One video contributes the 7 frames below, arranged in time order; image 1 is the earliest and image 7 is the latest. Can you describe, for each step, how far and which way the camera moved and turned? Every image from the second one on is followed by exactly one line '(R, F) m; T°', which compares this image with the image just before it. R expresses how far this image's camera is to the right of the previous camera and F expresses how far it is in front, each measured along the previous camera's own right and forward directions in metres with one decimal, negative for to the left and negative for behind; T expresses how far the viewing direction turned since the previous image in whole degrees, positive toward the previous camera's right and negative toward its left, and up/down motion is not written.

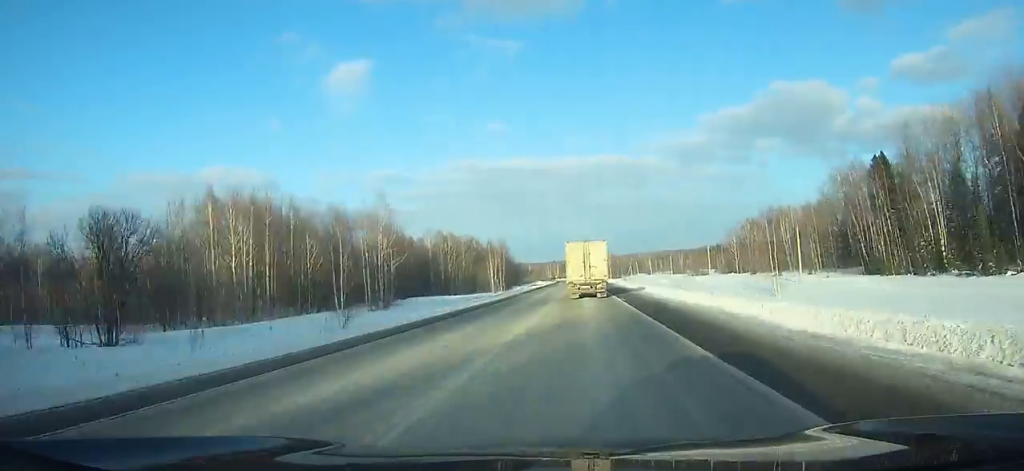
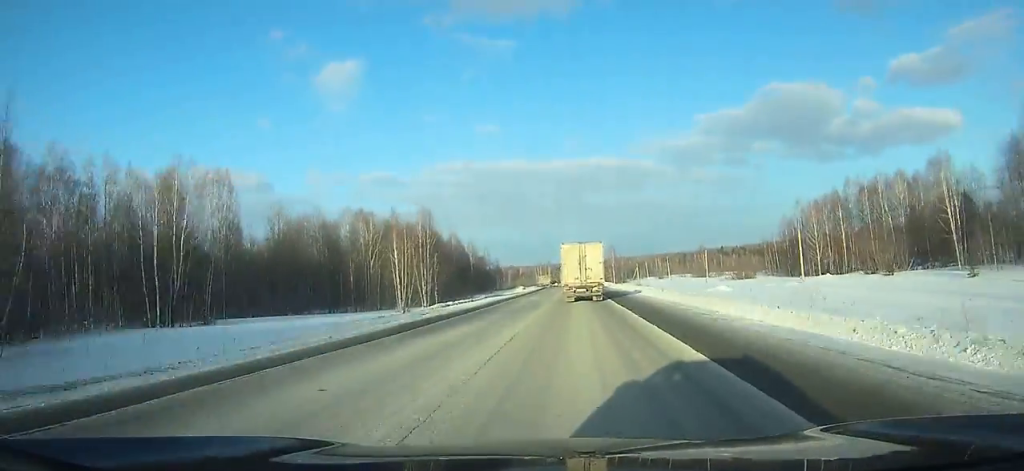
(+0.2, +61.4) m; 0°
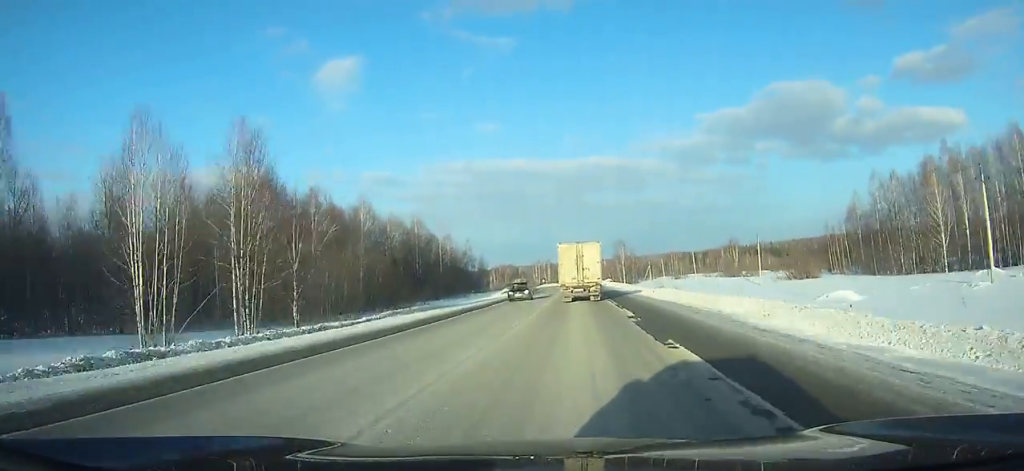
(+0.3, +38.8) m; 0°
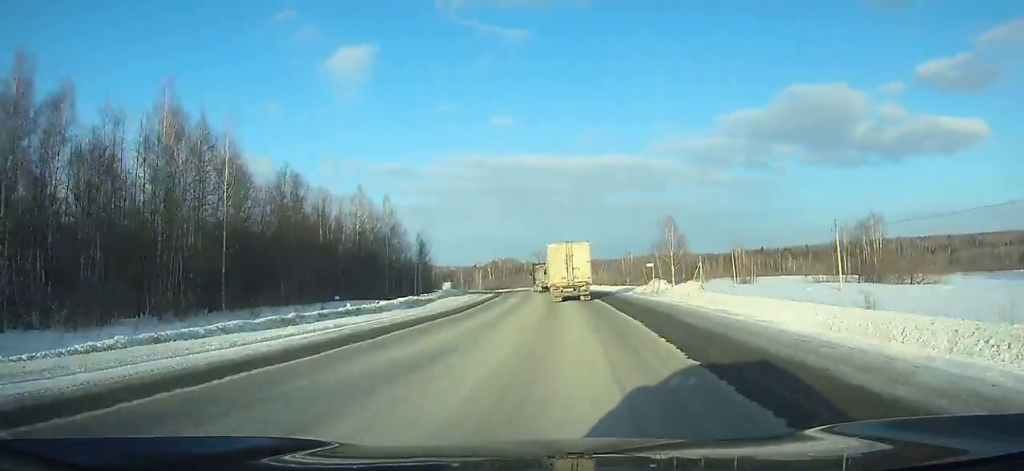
(-1.0, +80.1) m; -2°
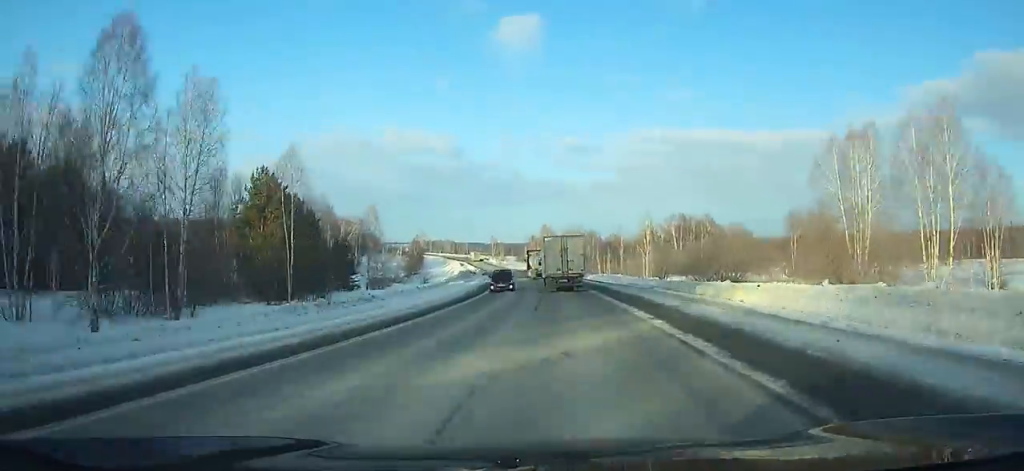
(-20.2, +162.2) m; -18°
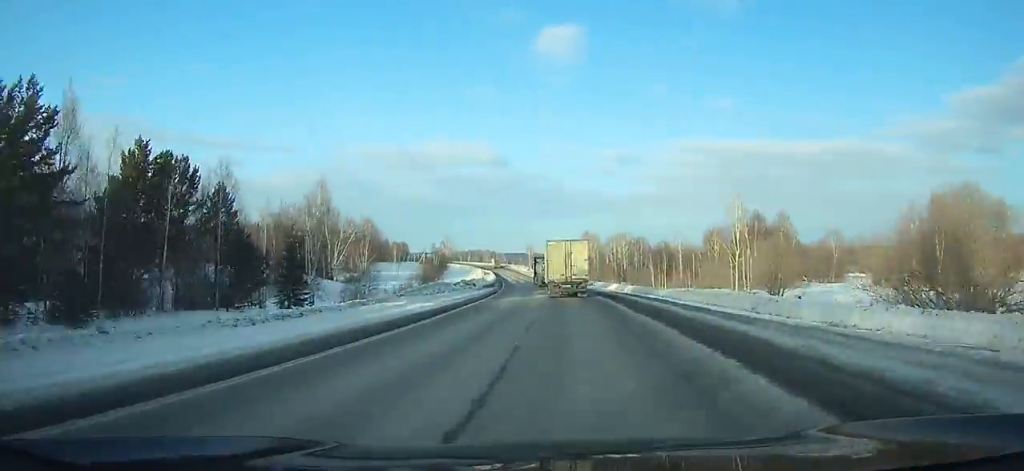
(-2.3, +35.8) m; -4°
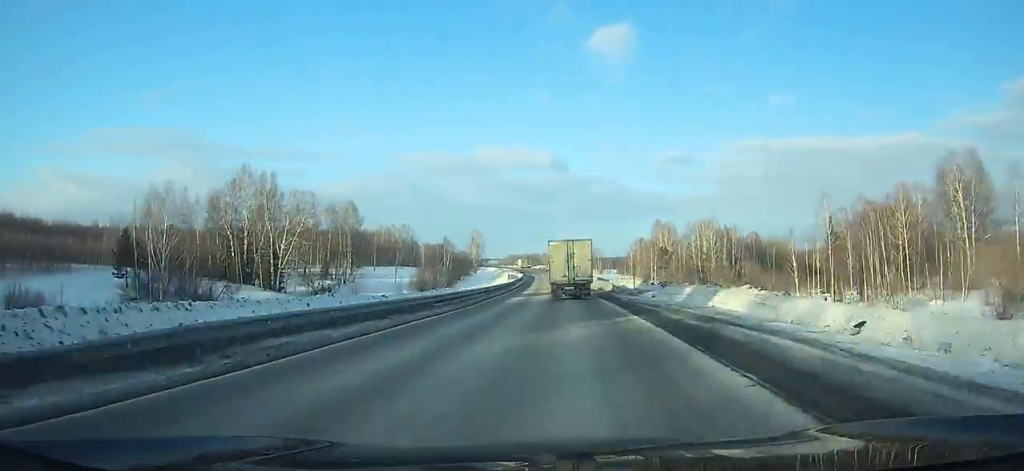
(-4.3, +63.4) m; -6°
